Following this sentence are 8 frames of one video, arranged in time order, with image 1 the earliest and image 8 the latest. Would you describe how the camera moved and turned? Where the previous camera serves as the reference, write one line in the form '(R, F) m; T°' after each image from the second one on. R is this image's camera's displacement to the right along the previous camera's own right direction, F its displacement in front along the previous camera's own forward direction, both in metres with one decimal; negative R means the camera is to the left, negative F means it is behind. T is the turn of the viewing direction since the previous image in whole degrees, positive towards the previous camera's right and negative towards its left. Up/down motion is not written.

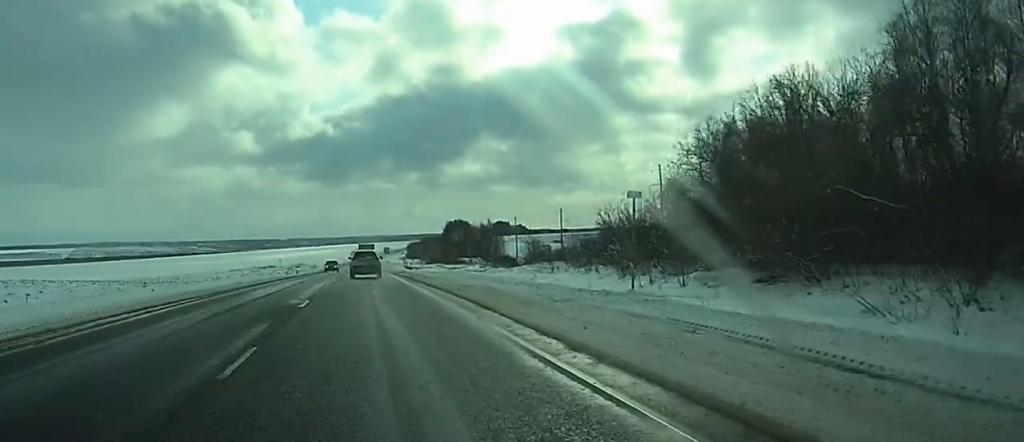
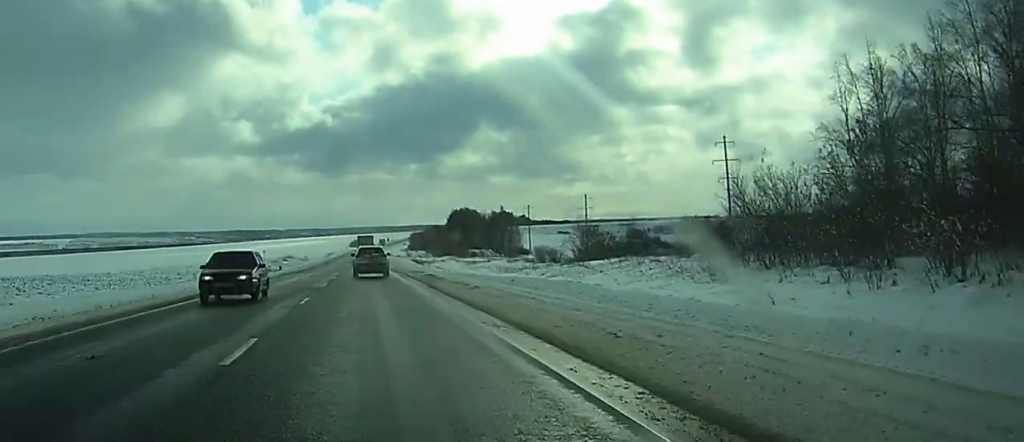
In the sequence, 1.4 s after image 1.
(-0.1, +42.8) m; -1°
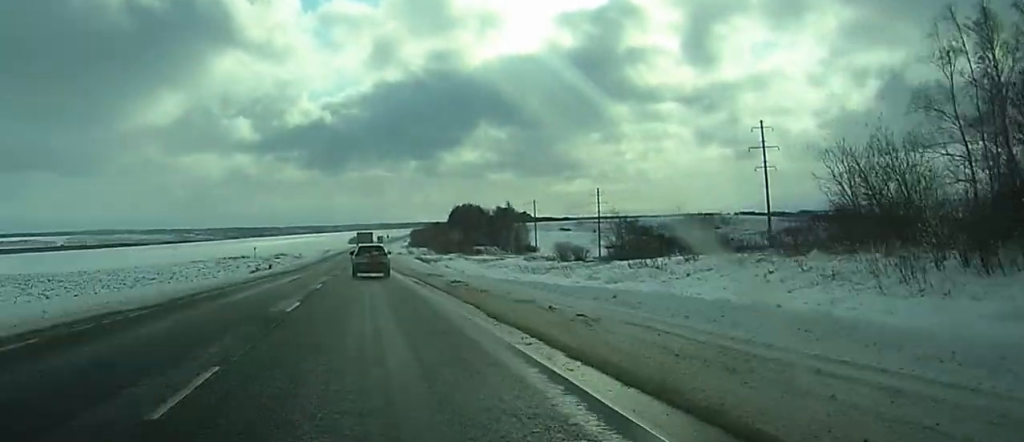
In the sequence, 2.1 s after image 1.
(-0.1, +18.1) m; 0°
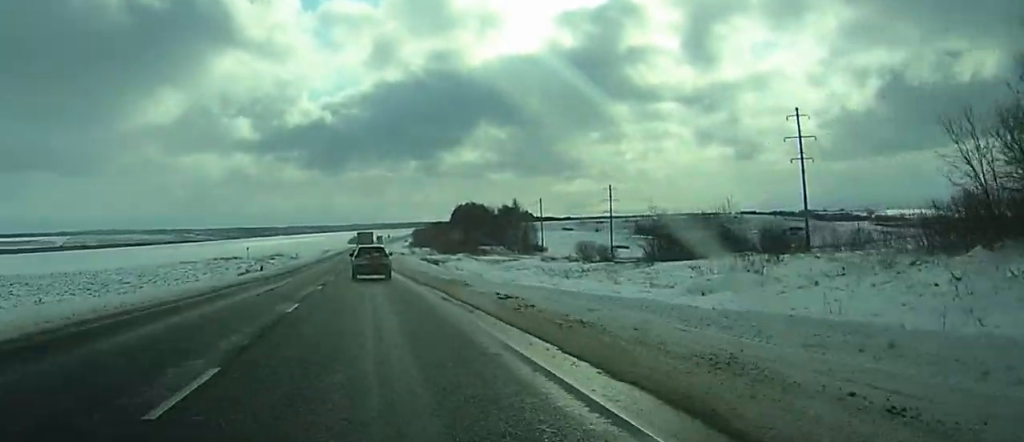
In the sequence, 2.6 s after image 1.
(0.0, +13.7) m; -1°
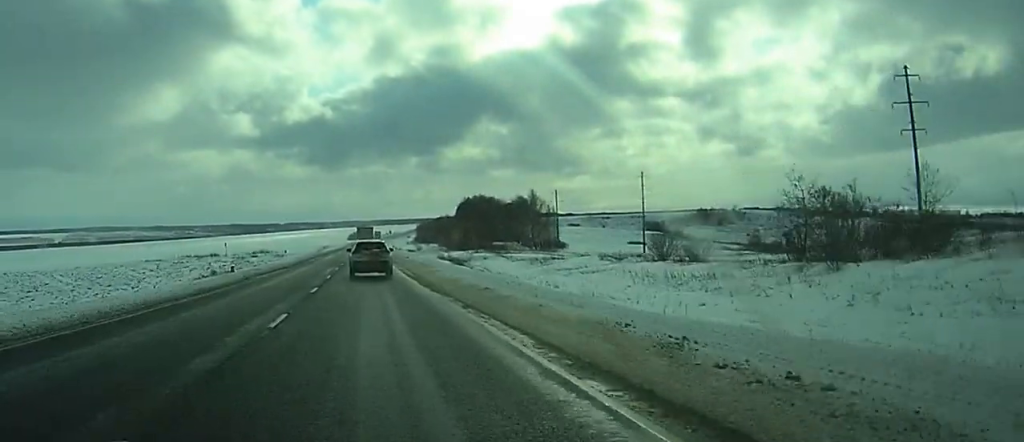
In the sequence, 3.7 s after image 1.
(-0.5, +30.6) m; -2°
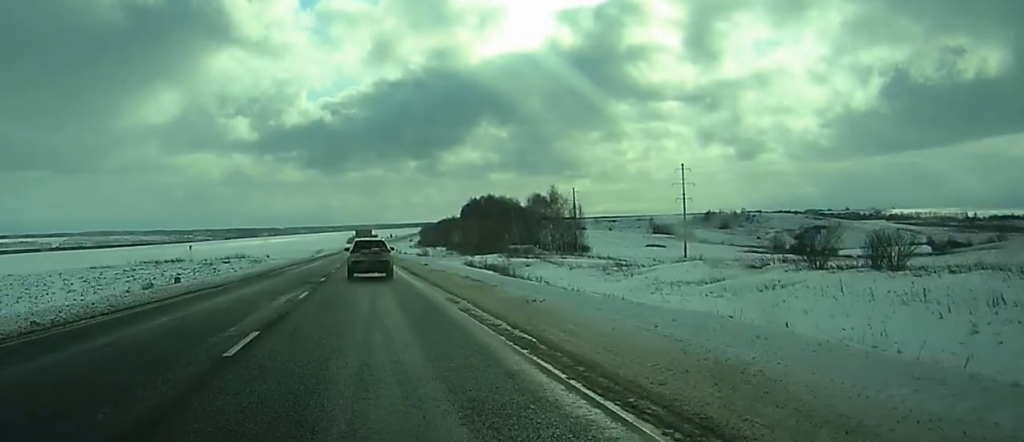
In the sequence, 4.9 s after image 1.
(-0.4, +29.7) m; 0°
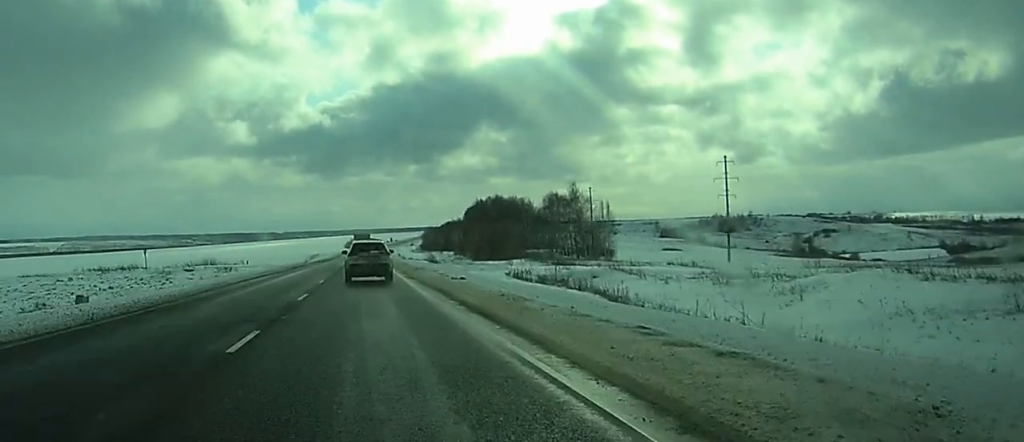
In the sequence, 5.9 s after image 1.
(+0.2, +24.0) m; +1°
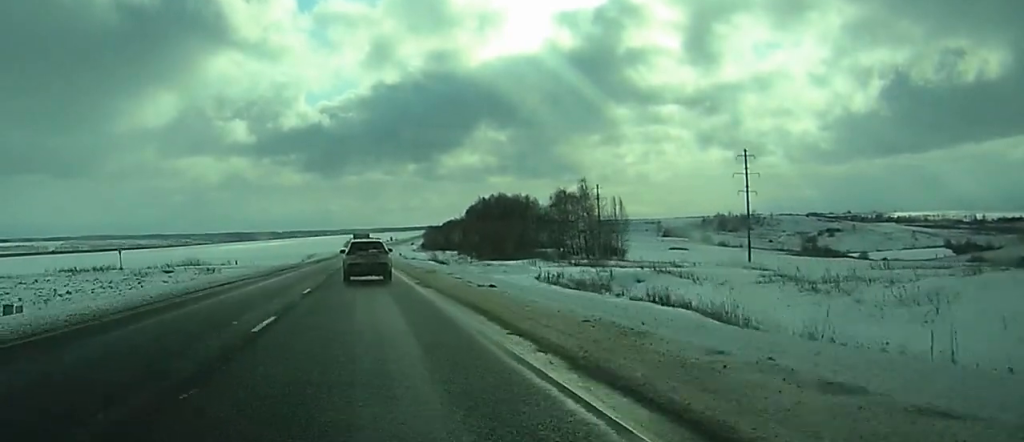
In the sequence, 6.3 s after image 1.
(+0.1, +9.4) m; 0°
